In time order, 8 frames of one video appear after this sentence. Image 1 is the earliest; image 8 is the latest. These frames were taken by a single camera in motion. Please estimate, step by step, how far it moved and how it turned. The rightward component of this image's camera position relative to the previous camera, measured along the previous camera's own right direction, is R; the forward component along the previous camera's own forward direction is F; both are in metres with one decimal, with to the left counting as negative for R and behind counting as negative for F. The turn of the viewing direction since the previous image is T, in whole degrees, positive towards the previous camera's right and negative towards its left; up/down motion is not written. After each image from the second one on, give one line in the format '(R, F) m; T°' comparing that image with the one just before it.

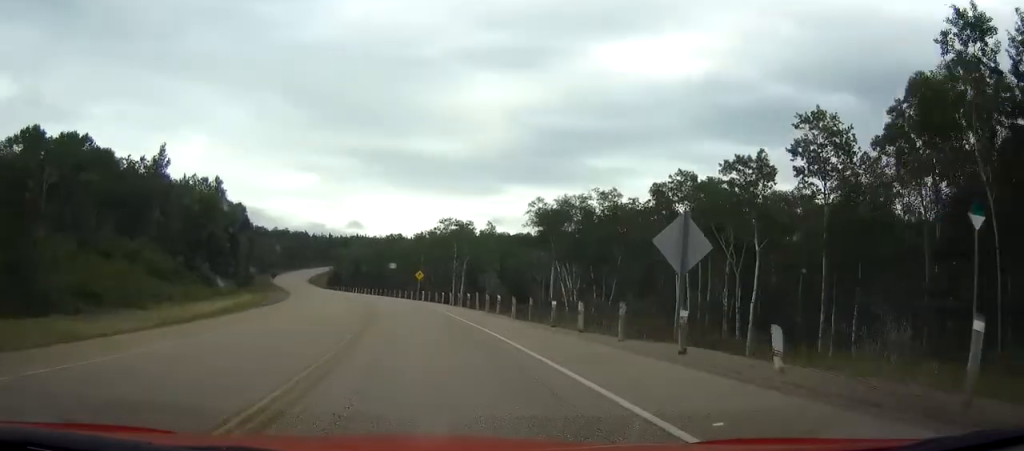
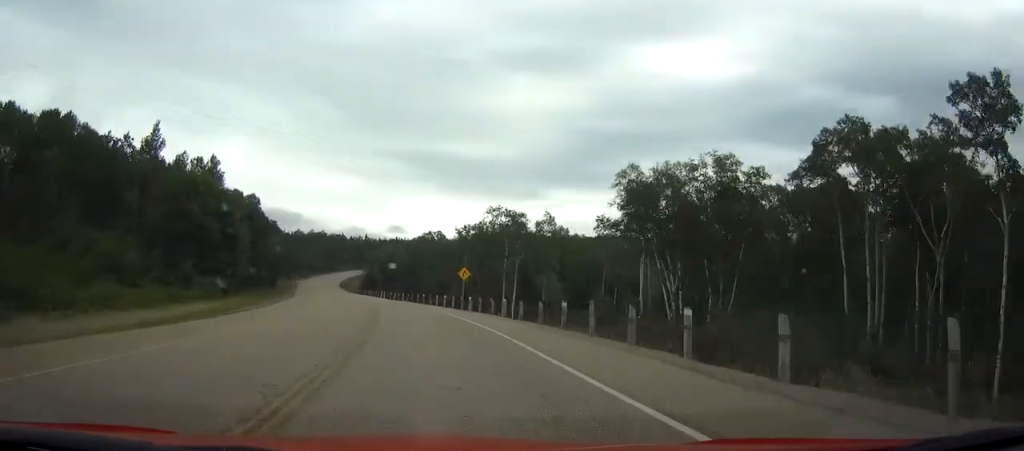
(-0.8, +21.7) m; -4°
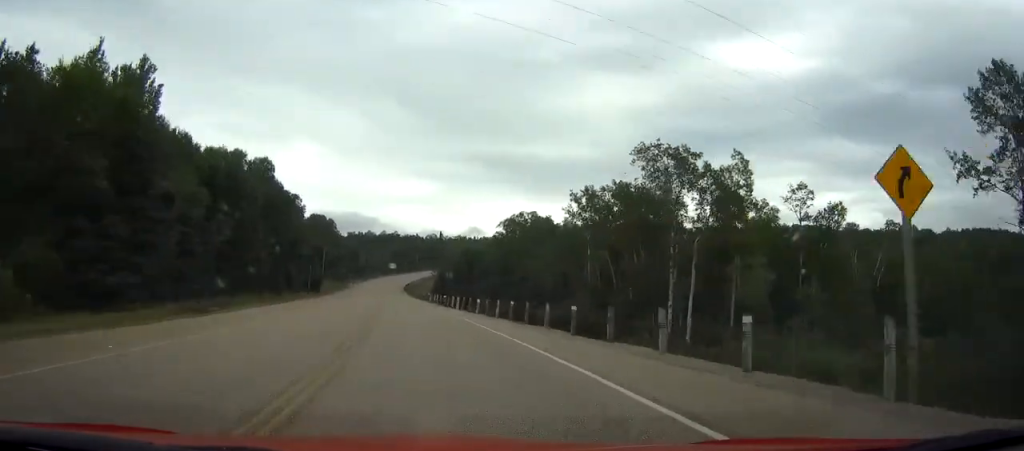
(-2.6, +44.8) m; -6°
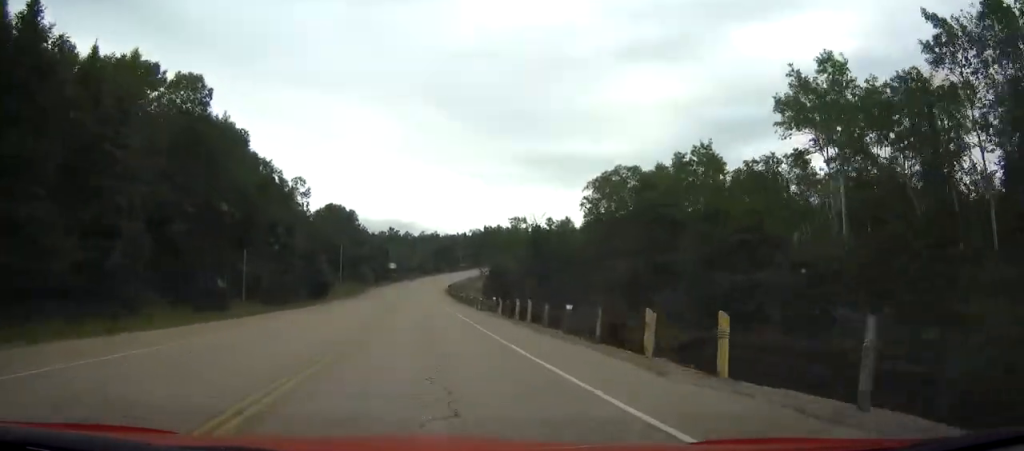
(-1.4, +43.6) m; -3°
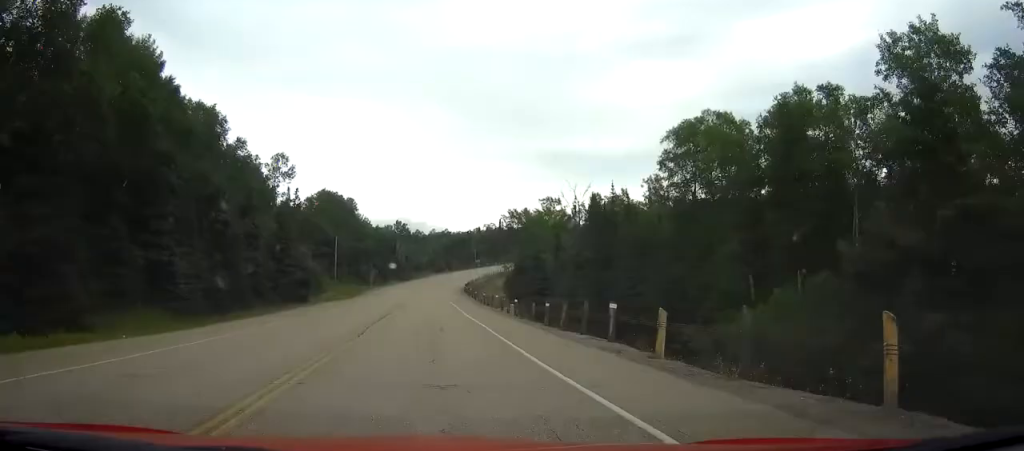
(-0.2, +25.6) m; 0°
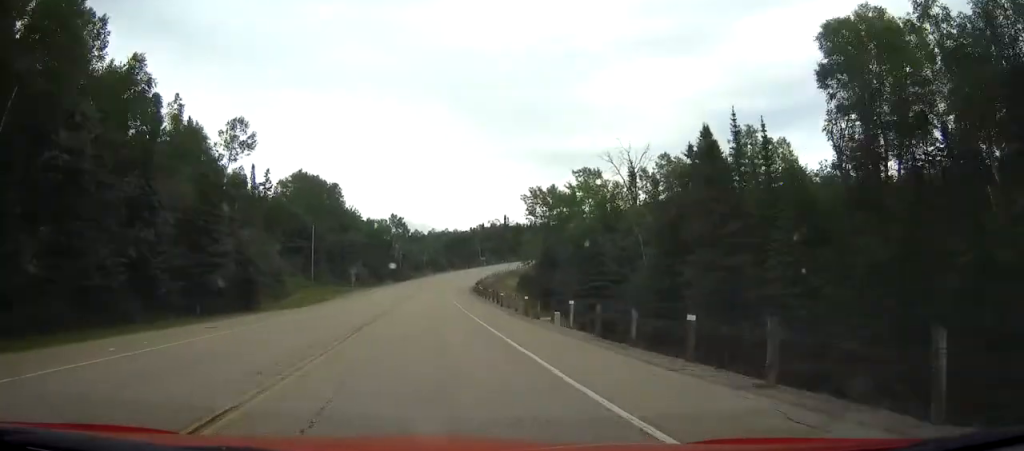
(0.0, +25.8) m; 0°
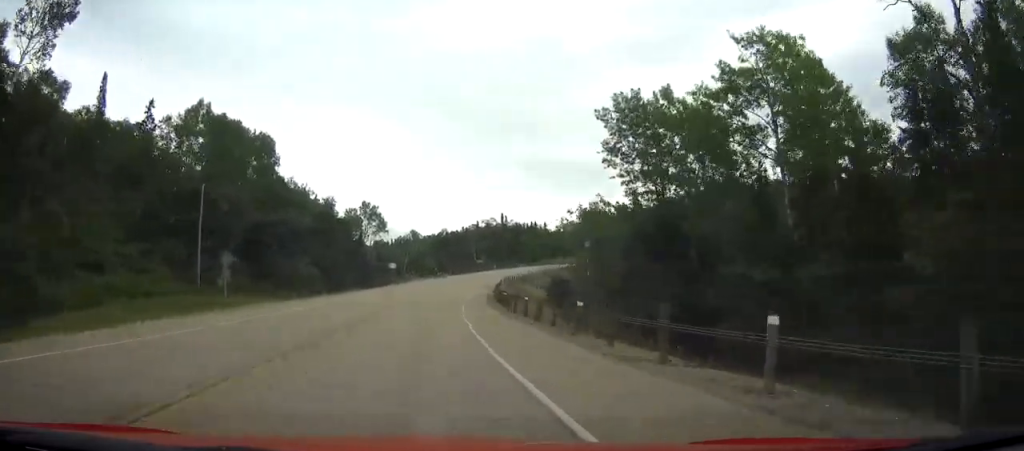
(+0.3, +47.9) m; +2°
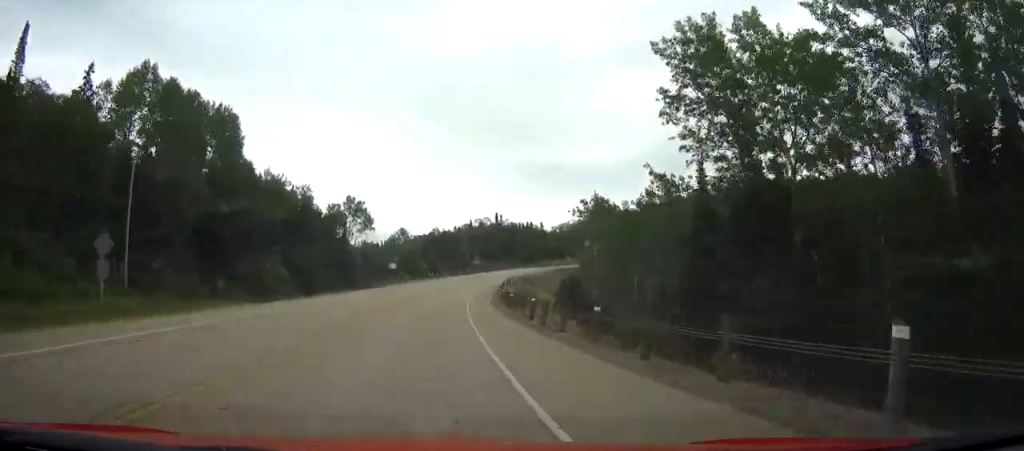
(-0.1, +13.5) m; +1°
